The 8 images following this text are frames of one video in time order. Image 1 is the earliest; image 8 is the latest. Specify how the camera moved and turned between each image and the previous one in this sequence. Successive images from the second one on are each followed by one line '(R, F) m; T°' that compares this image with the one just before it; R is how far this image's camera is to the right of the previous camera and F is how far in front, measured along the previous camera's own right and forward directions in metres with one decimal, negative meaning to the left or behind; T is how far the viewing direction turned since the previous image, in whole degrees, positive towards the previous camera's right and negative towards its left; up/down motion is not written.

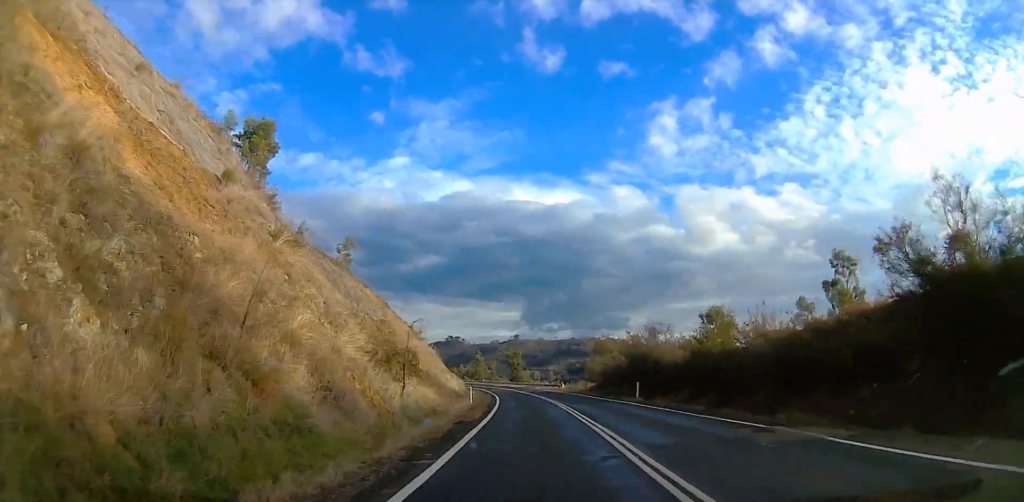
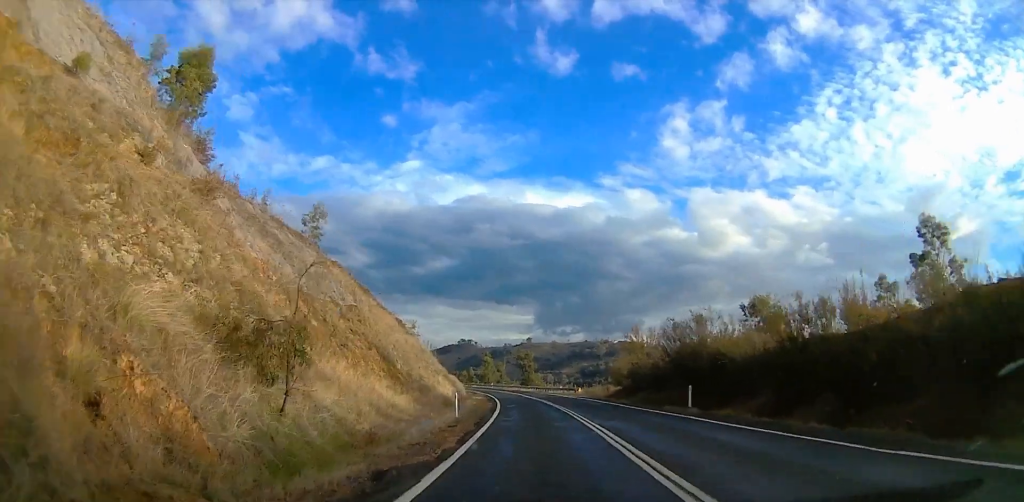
(+0.1, +11.6) m; 0°
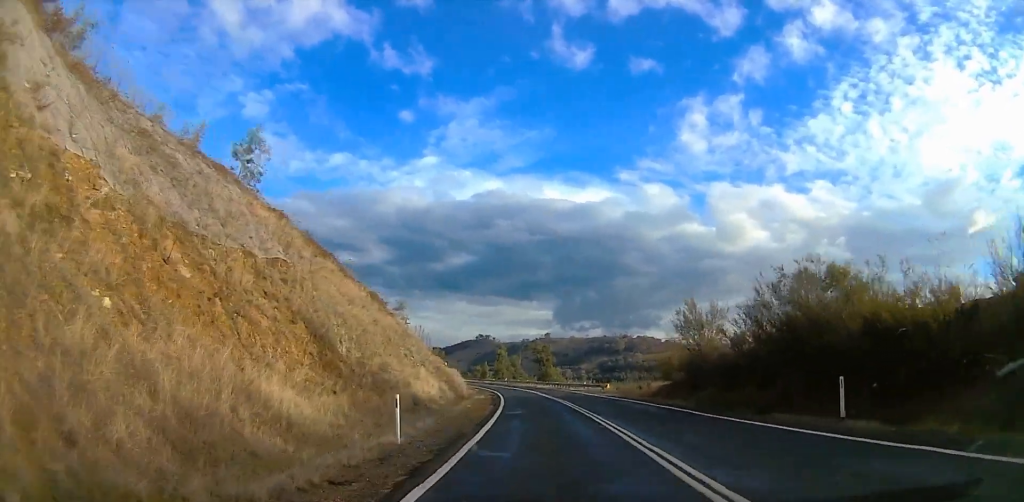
(0.0, +13.4) m; -3°
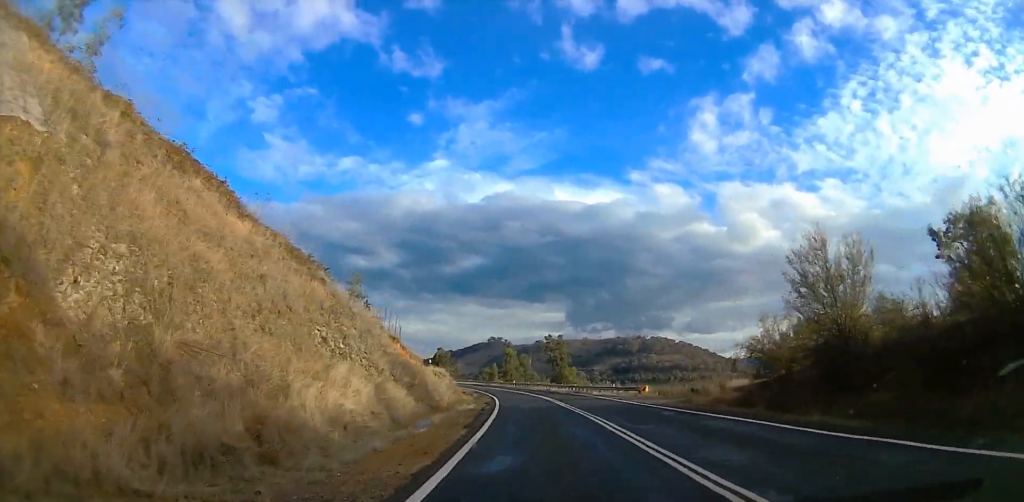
(-0.4, +16.2) m; -2°
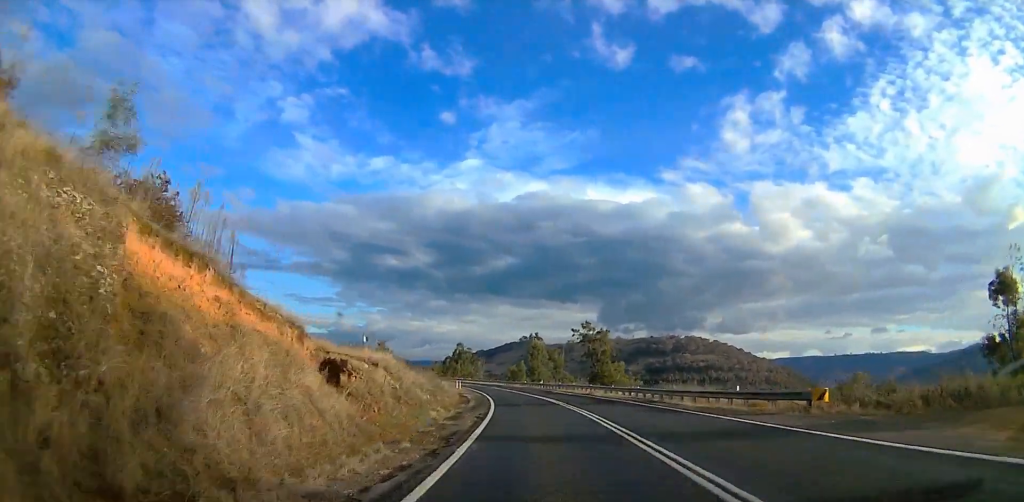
(-0.9, +24.9) m; -2°
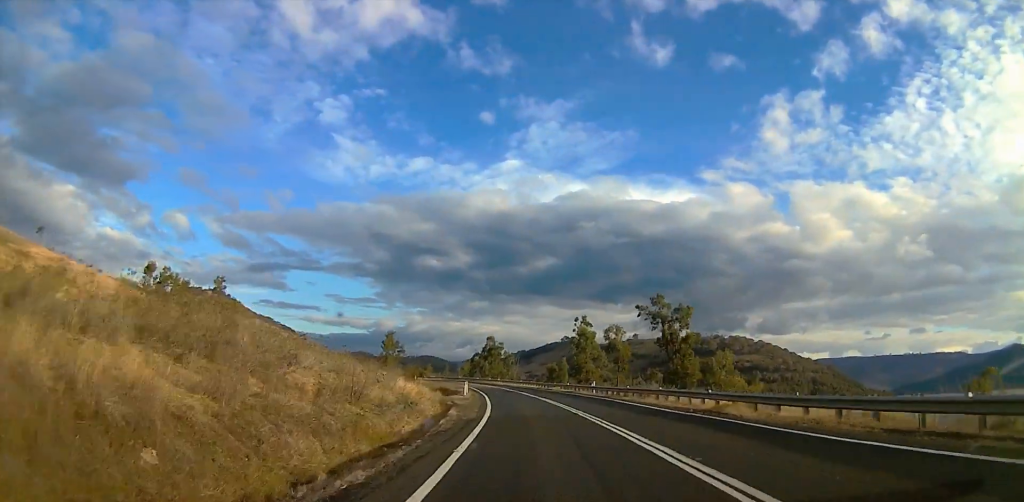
(-0.7, +28.8) m; -4°
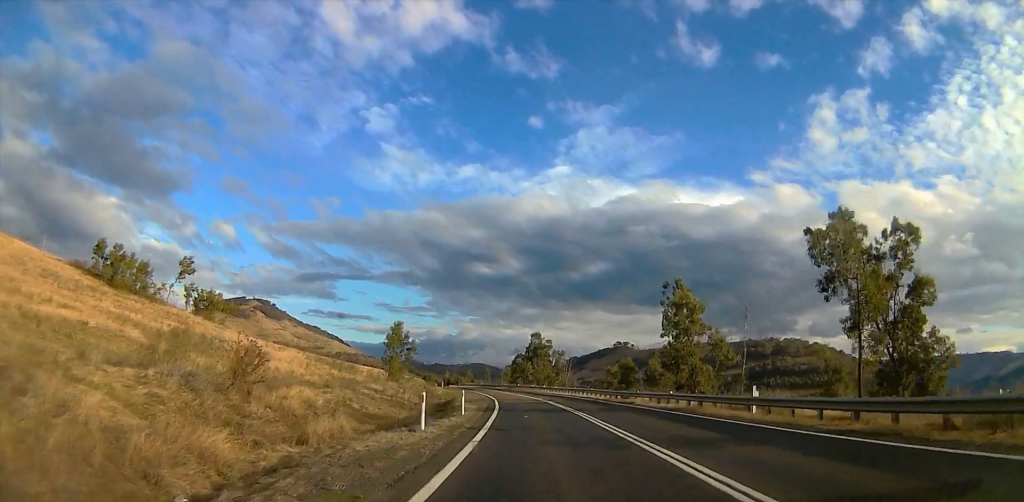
(-1.1, +32.0) m; -2°
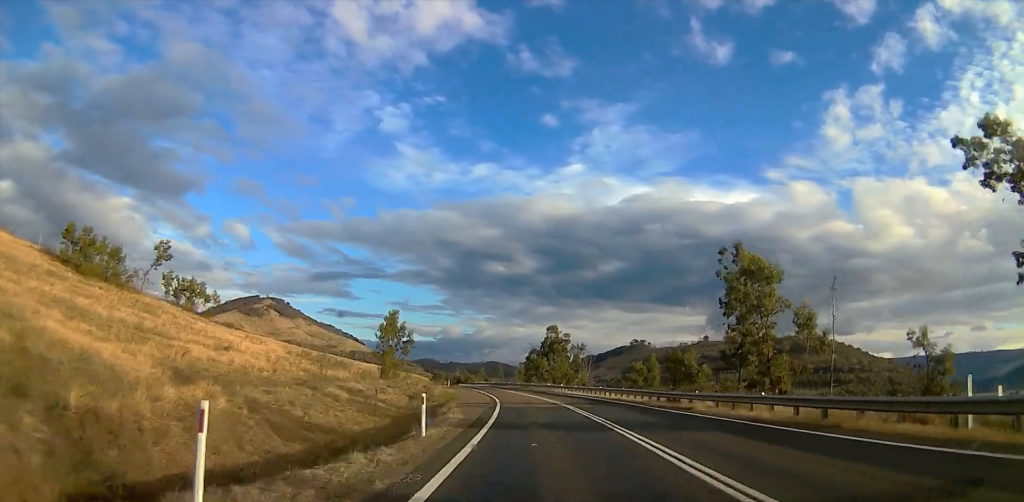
(0.0, +12.7) m; -2°
